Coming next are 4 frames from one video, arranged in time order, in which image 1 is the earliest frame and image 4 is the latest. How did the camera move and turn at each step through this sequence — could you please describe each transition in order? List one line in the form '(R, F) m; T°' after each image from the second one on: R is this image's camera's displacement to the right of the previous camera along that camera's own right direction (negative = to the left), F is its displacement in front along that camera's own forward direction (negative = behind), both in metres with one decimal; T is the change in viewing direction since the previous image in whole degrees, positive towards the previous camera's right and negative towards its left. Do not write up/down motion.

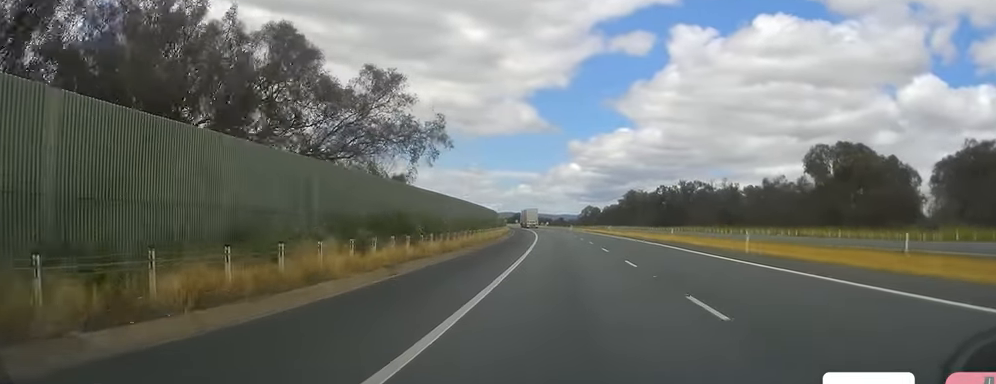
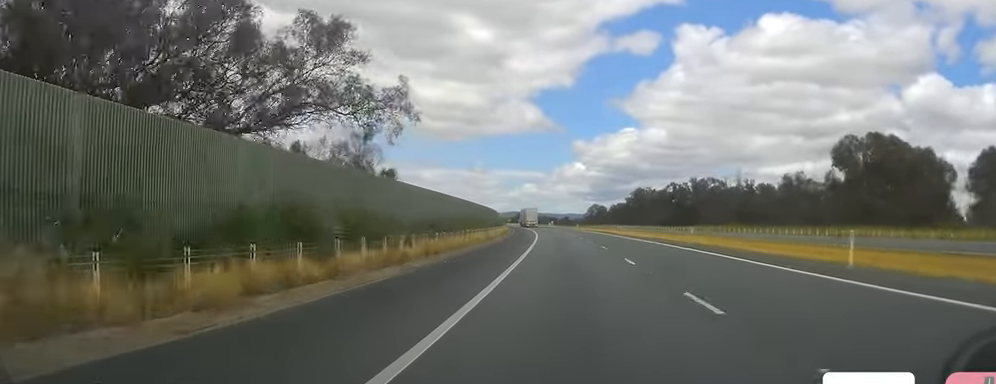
(-0.1, +11.4) m; 0°
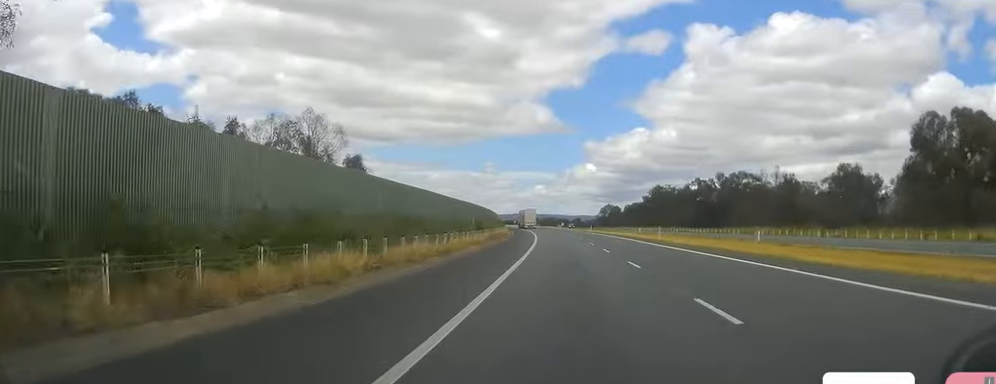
(-0.1, +24.8) m; -1°
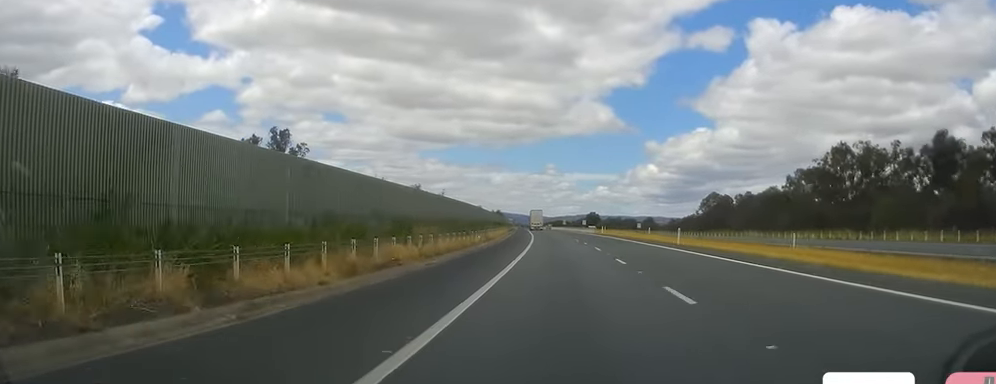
(-3.5, +128.4) m; -4°
